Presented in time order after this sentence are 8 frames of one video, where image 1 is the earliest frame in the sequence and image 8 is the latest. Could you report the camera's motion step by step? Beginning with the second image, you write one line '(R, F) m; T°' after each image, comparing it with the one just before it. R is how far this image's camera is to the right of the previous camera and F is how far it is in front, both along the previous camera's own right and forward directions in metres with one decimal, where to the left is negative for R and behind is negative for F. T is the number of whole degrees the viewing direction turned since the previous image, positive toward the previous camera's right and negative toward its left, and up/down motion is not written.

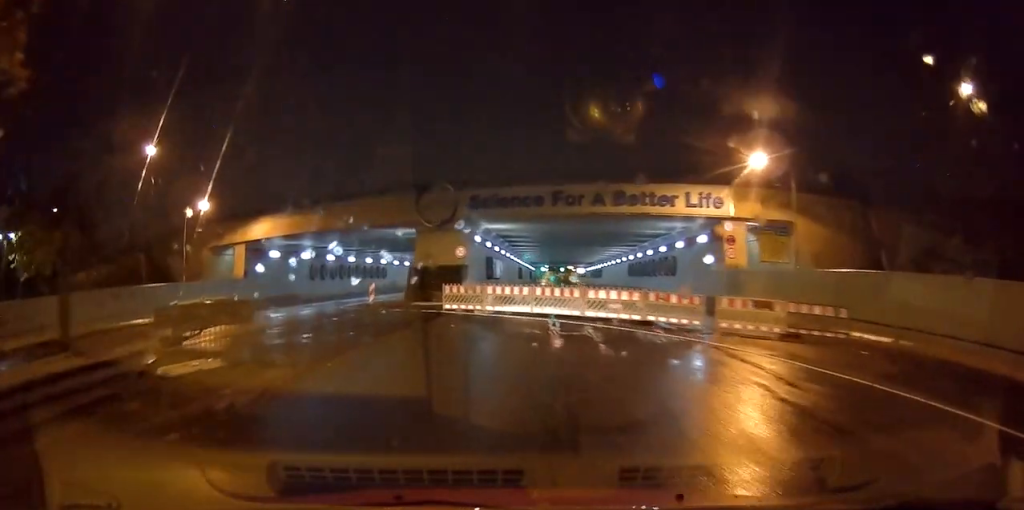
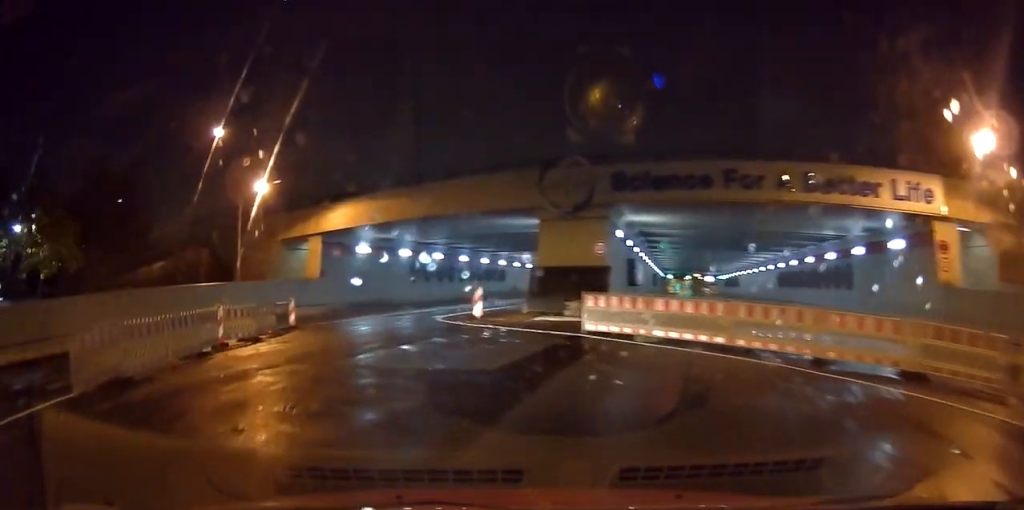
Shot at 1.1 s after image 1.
(-0.3, +8.2) m; -5°
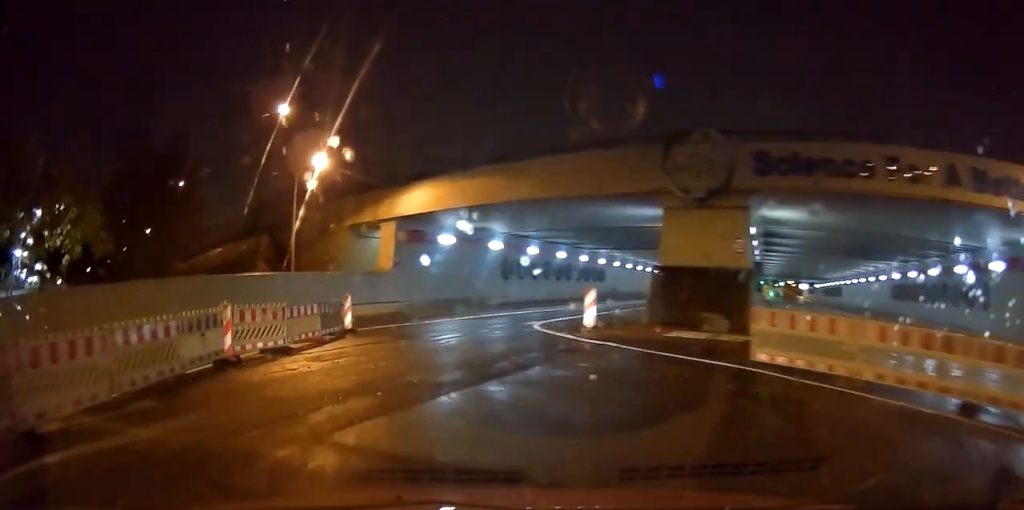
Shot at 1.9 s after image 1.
(-0.2, +5.1) m; -8°
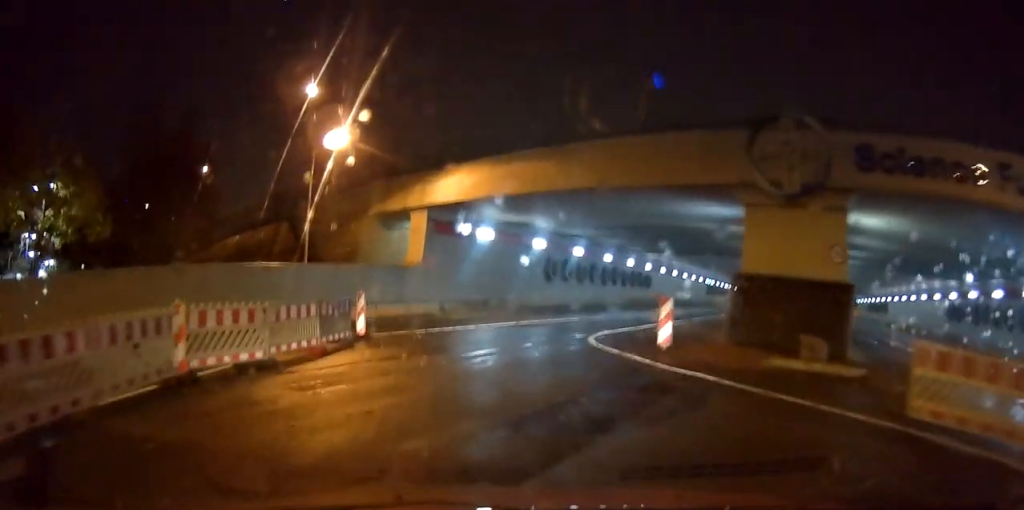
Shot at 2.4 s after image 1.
(-0.1, +3.5) m; -4°
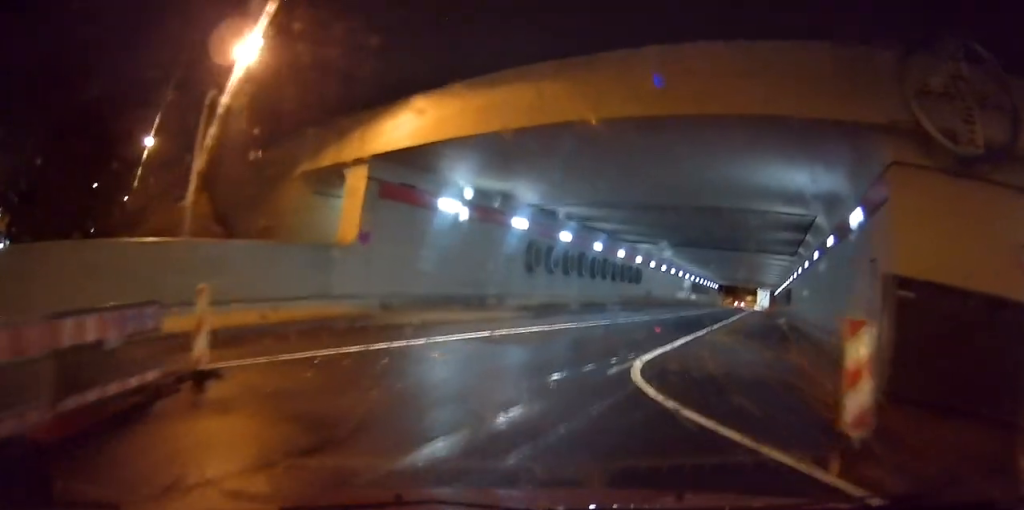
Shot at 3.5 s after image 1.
(-0.8, +7.8) m; -3°
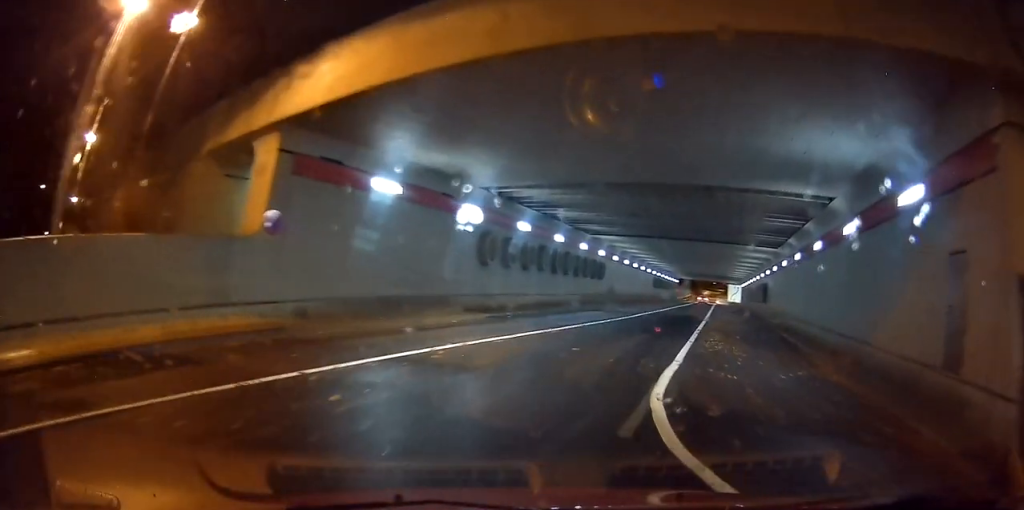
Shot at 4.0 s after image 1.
(0.0, +3.8) m; +3°
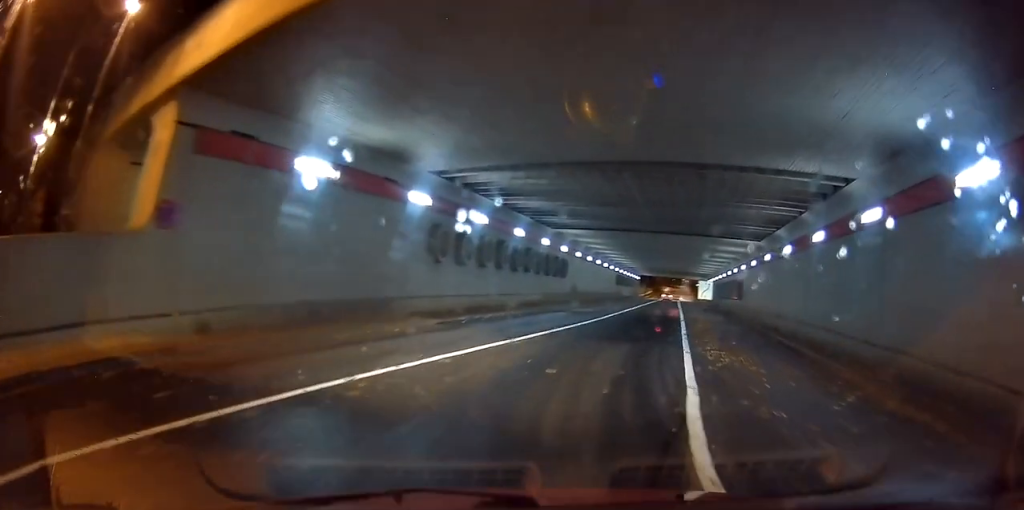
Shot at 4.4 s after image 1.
(+0.1, +3.0) m; +2°
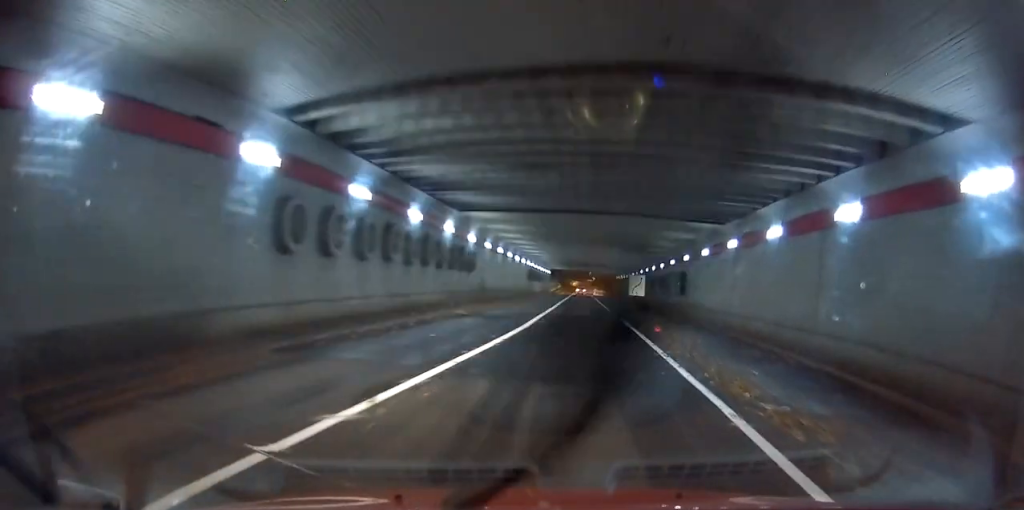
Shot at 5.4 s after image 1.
(+0.3, +6.5) m; +4°
